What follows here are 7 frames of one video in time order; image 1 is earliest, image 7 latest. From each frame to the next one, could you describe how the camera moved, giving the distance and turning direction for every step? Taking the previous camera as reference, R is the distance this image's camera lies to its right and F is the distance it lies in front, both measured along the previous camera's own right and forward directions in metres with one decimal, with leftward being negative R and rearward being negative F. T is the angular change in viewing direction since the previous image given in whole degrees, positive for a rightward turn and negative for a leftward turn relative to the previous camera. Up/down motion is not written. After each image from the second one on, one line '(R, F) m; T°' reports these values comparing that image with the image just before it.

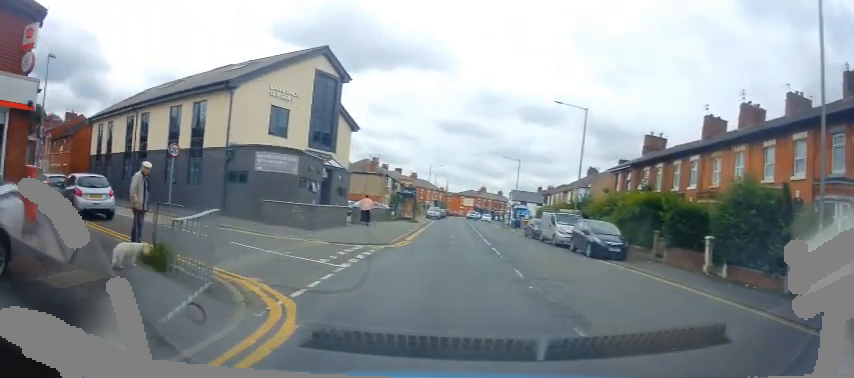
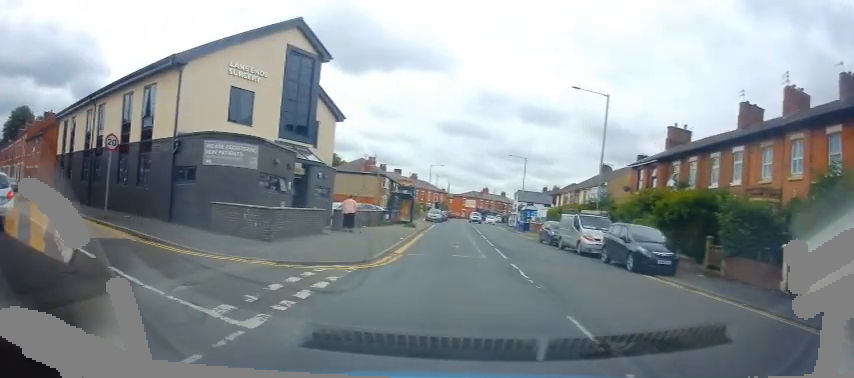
(+0.1, +4.6) m; 0°
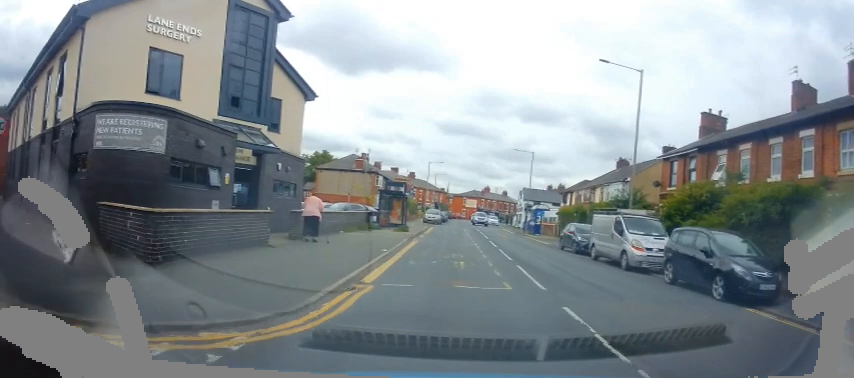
(0.0, +5.8) m; 0°
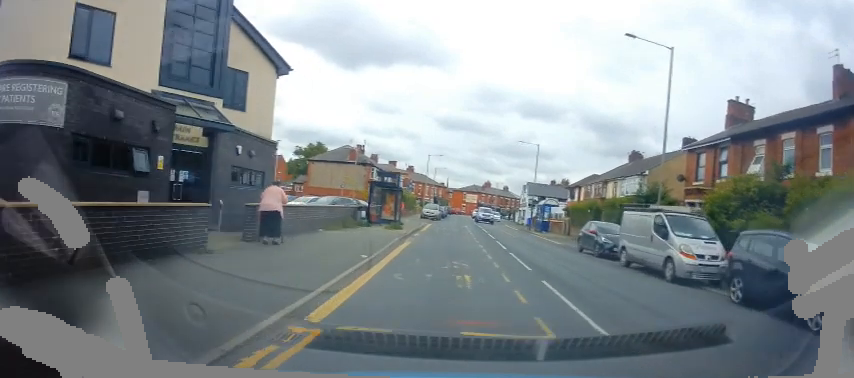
(-0.1, +3.6) m; 0°
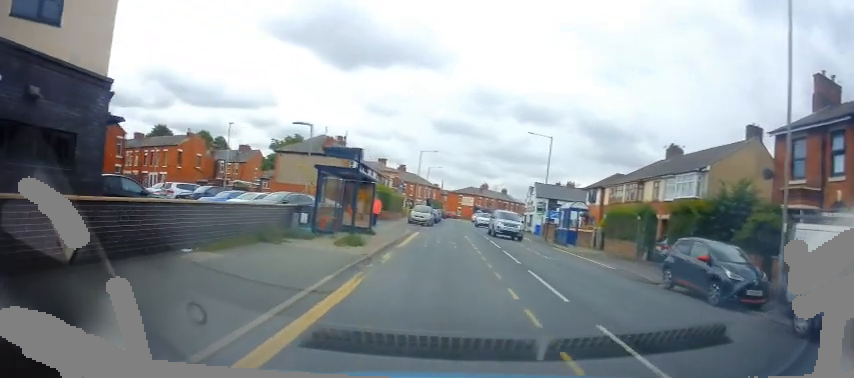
(+0.1, +9.9) m; -1°
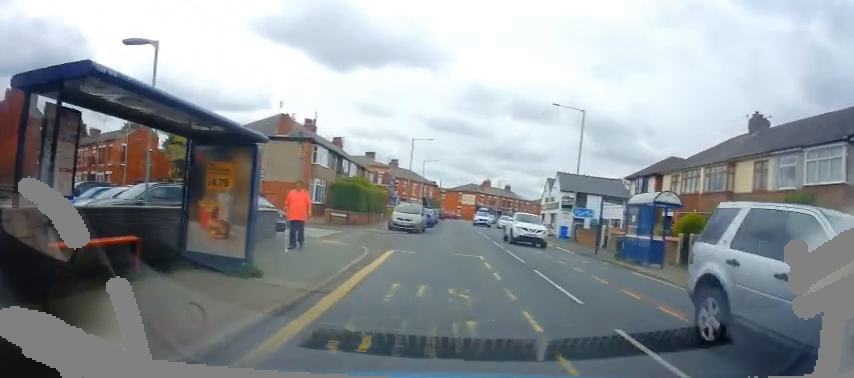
(-0.2, +12.2) m; +2°
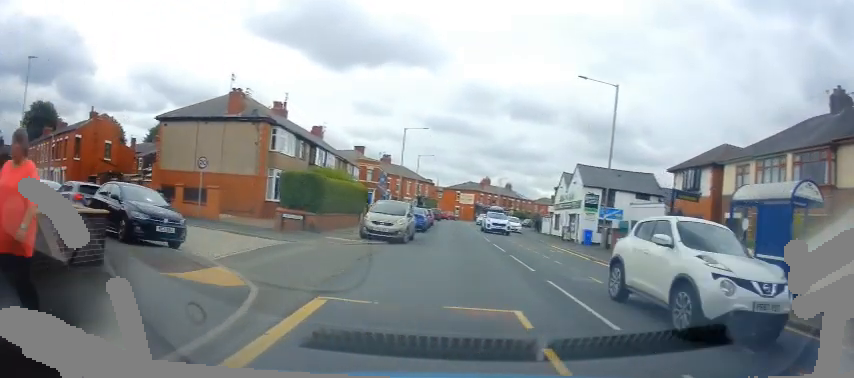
(+0.4, +7.5) m; +1°
